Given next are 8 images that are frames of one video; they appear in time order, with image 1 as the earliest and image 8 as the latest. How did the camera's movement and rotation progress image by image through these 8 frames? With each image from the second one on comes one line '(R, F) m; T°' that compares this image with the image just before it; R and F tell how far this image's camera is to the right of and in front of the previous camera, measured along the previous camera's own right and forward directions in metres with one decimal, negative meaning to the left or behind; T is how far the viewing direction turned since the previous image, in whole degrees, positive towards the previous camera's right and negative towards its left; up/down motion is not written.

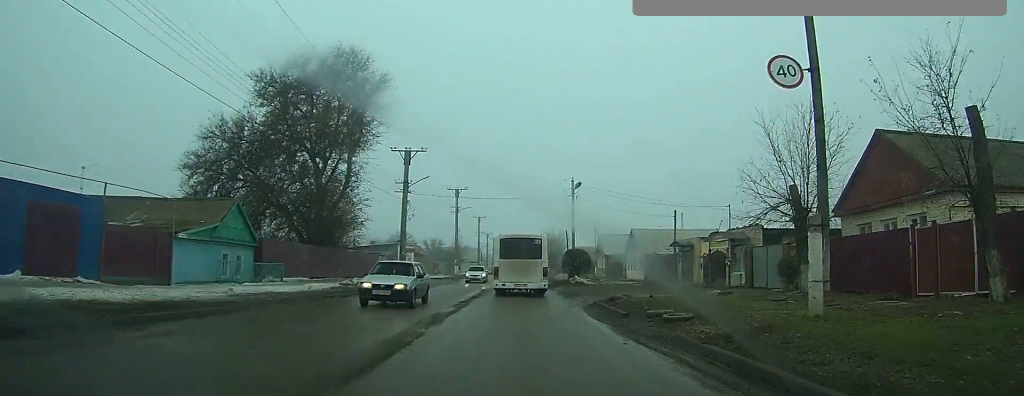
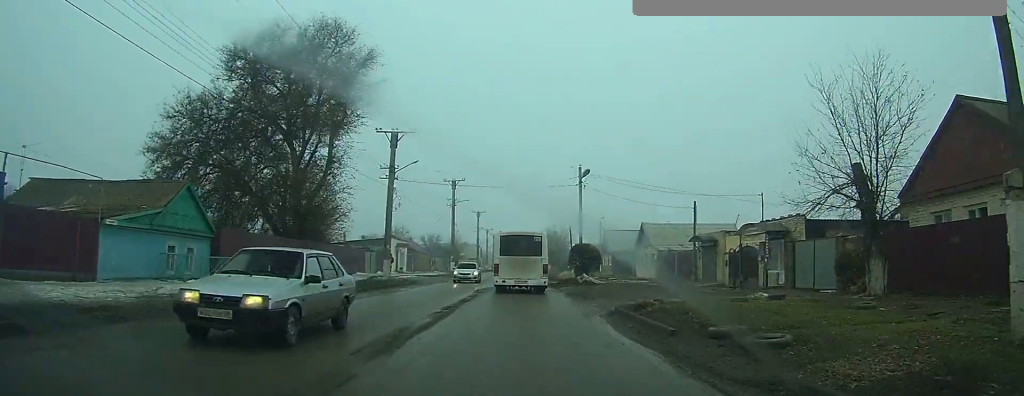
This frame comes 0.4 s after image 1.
(0.0, +4.5) m; 0°
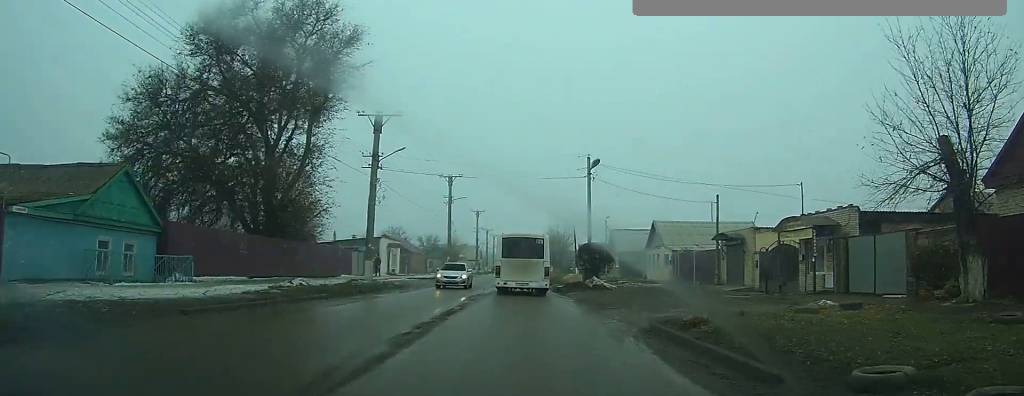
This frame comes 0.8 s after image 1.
(0.0, +4.6) m; 0°
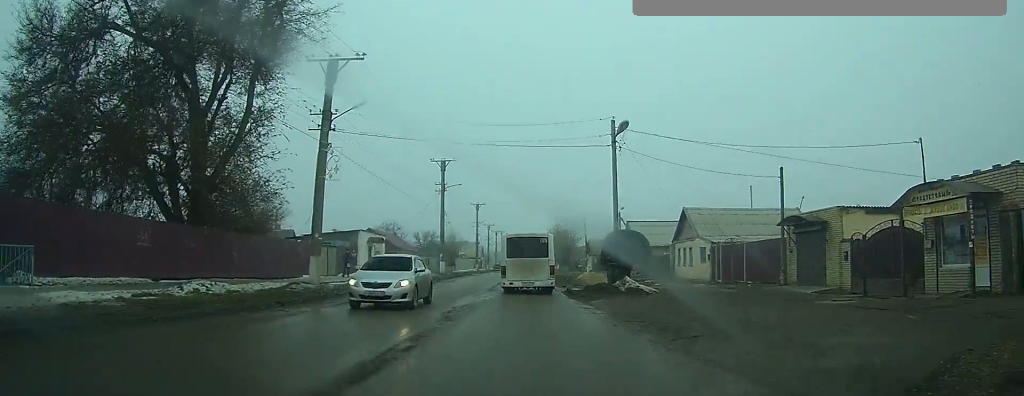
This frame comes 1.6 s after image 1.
(-0.1, +9.0) m; 0°
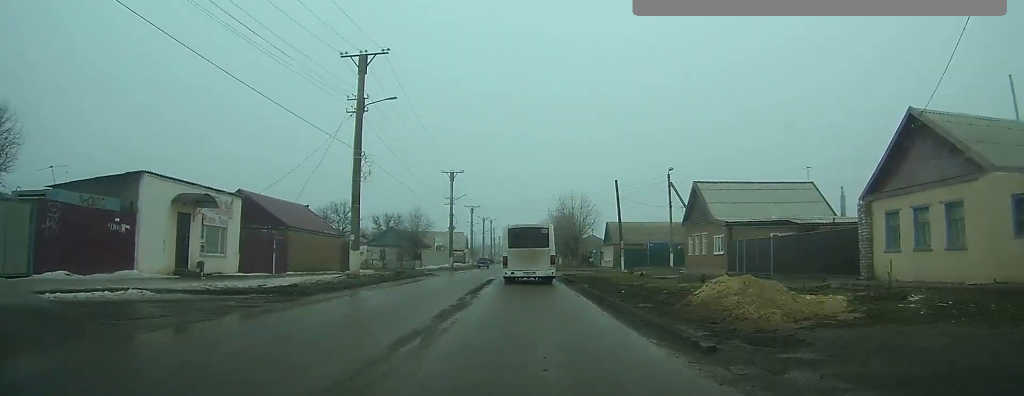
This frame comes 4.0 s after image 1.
(+0.2, +29.7) m; +1°
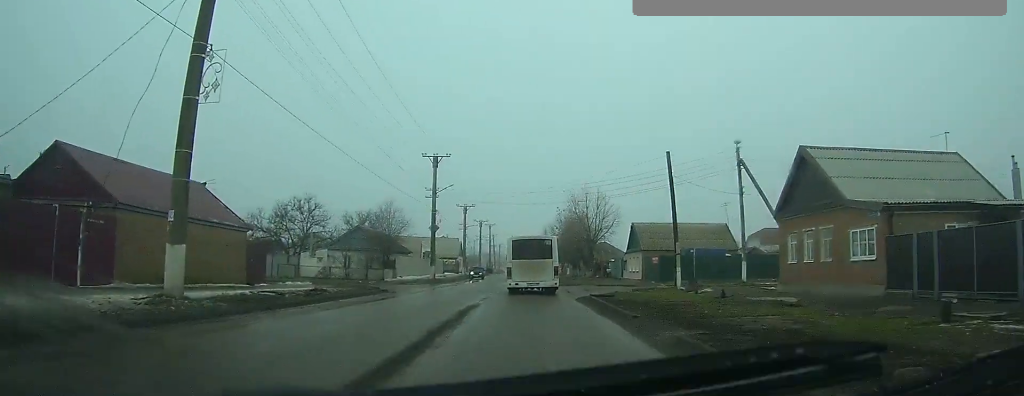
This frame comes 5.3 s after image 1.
(+0.1, +14.1) m; 0°
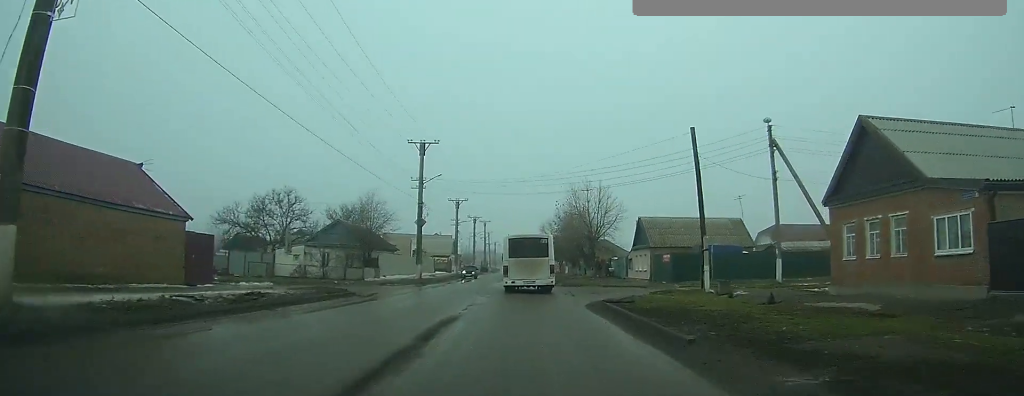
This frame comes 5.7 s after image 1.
(0.0, +5.0) m; 0°
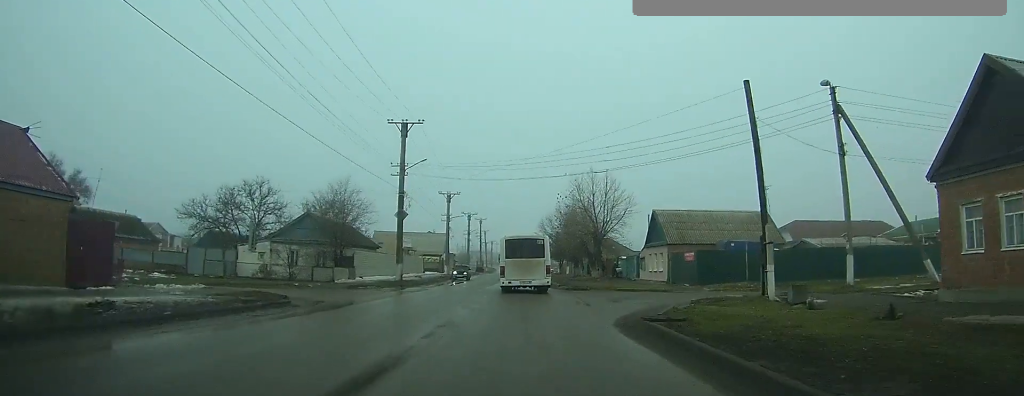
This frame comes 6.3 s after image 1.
(0.0, +6.6) m; 0°
